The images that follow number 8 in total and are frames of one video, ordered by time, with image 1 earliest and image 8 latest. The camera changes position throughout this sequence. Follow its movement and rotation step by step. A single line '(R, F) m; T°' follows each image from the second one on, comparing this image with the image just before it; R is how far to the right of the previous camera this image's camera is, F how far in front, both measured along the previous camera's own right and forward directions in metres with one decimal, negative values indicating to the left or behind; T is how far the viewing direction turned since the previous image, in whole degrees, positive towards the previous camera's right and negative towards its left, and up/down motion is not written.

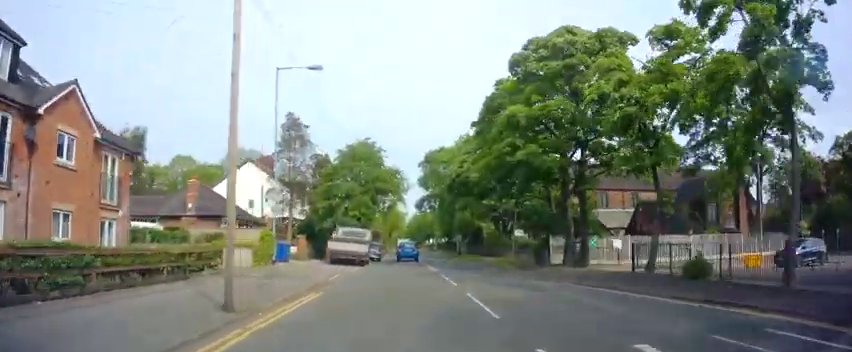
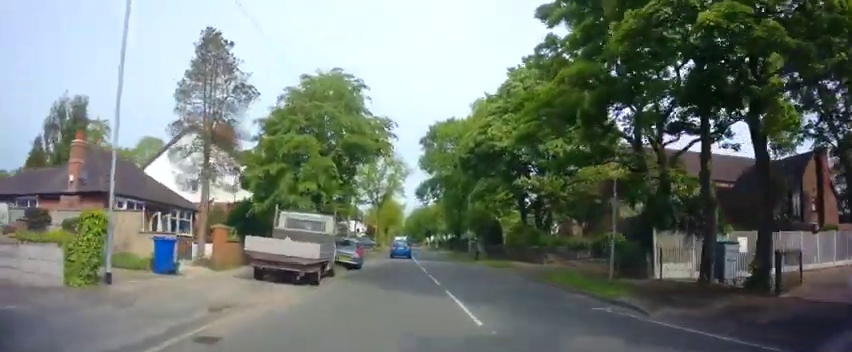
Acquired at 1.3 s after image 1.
(+0.3, +13.4) m; +1°
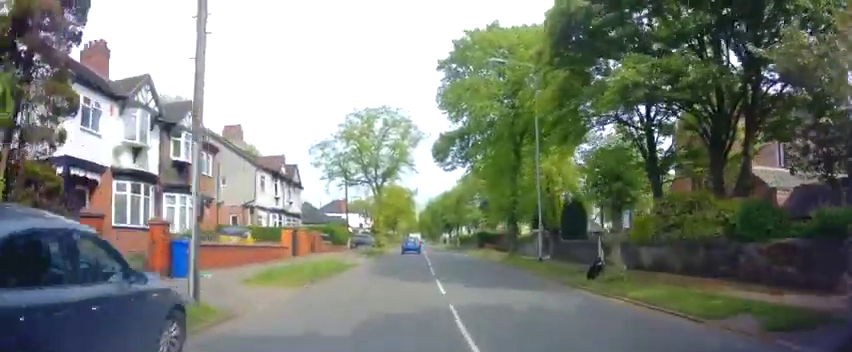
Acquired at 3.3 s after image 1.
(+0.1, +20.9) m; 0°
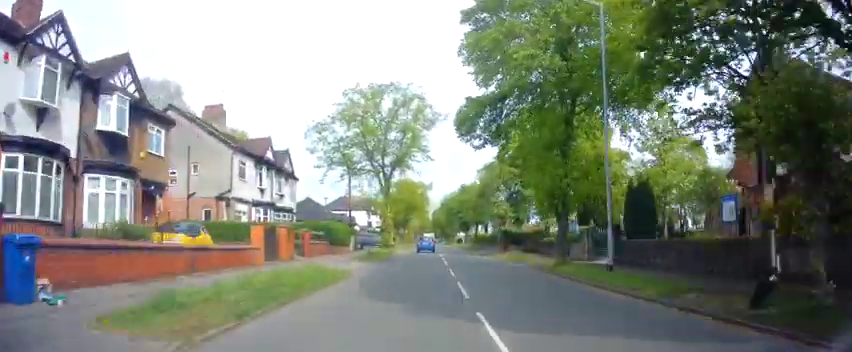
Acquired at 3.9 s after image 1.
(-0.2, +6.8) m; -3°
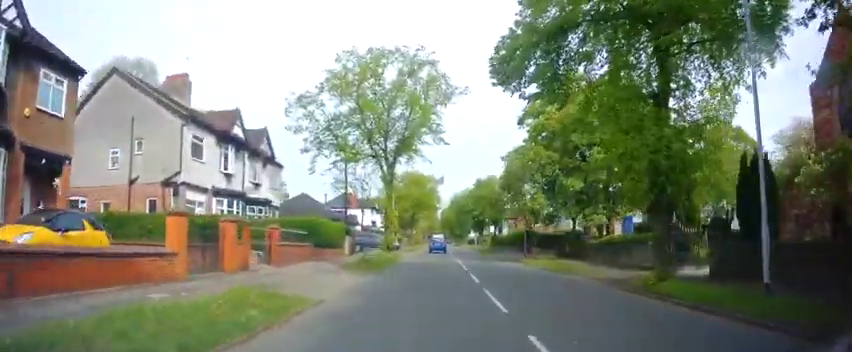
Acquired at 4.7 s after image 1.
(-0.2, +7.6) m; -2°
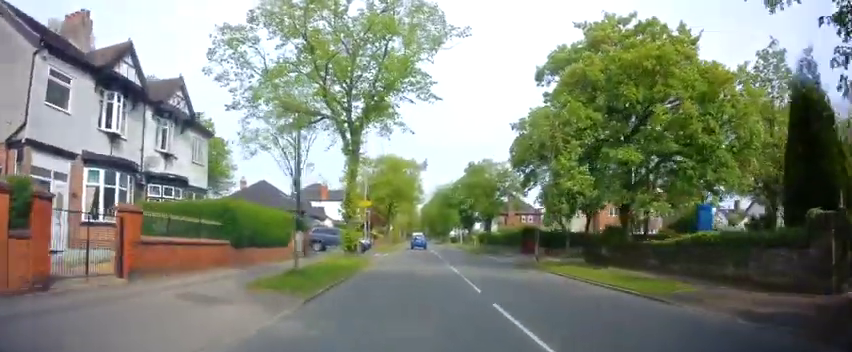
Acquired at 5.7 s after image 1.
(-0.2, +9.5) m; 0°
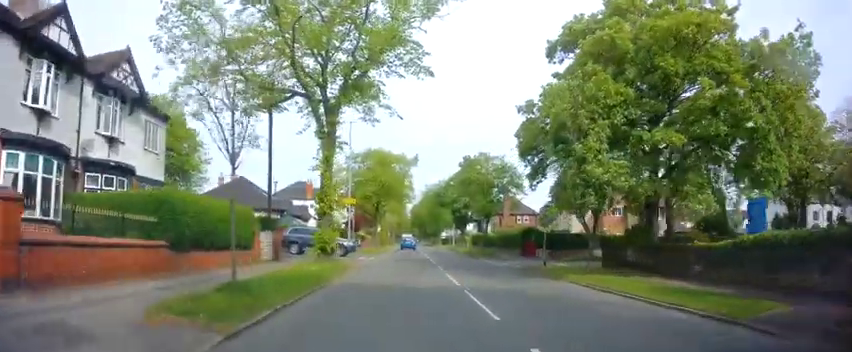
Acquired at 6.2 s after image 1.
(+0.1, +4.0) m; +1°
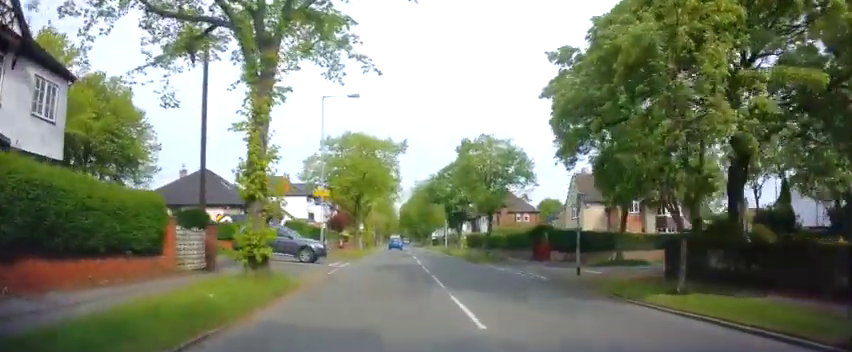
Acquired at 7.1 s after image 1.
(0.0, +6.9) m; +4°
